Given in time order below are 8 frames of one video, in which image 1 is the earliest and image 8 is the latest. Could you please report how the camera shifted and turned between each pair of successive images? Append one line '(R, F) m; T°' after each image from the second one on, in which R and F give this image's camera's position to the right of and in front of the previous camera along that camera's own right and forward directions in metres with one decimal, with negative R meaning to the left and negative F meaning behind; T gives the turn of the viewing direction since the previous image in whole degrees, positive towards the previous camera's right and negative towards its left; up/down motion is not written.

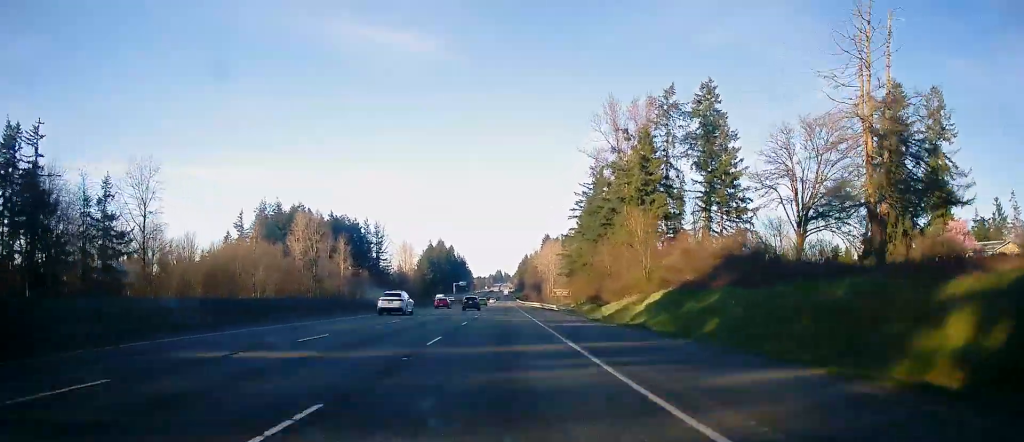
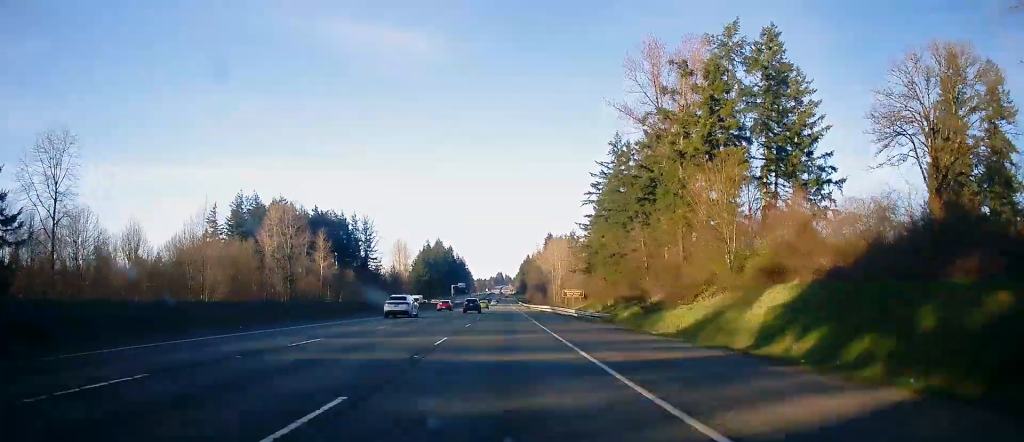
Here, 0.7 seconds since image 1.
(-0.3, +23.4) m; 0°
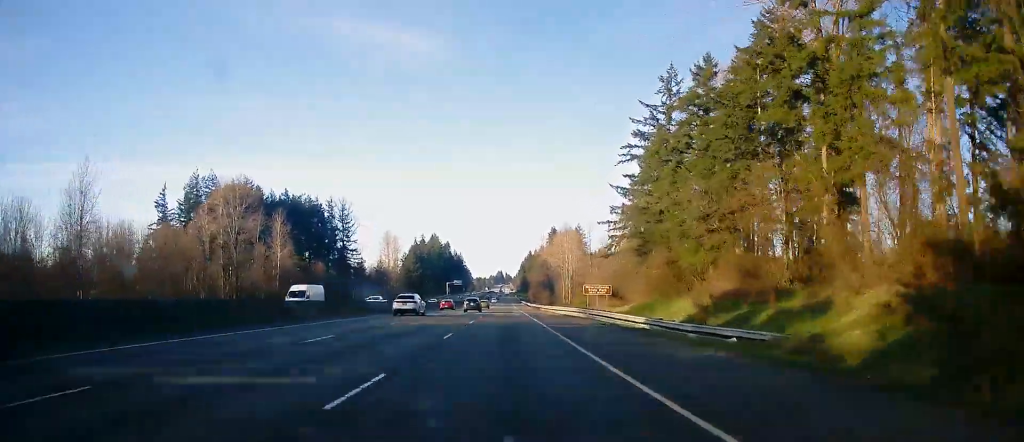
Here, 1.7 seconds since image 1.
(0.0, +34.4) m; +1°
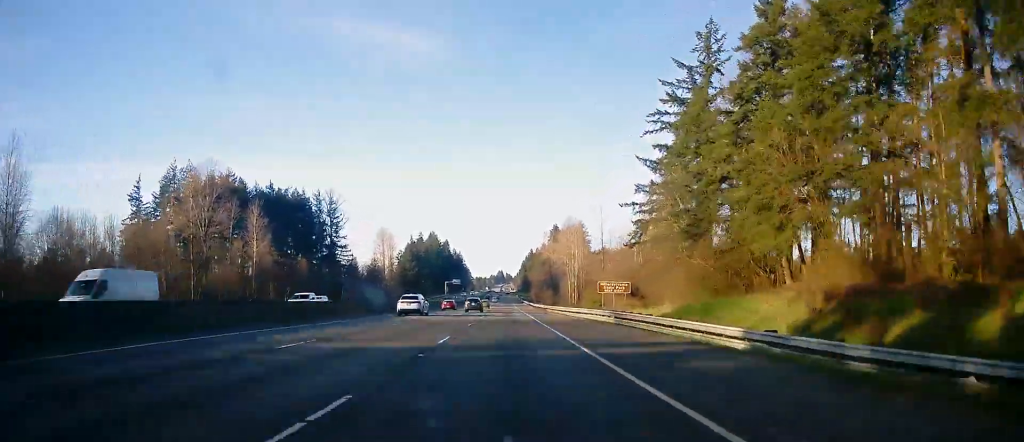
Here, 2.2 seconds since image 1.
(+0.1, +14.5) m; 0°
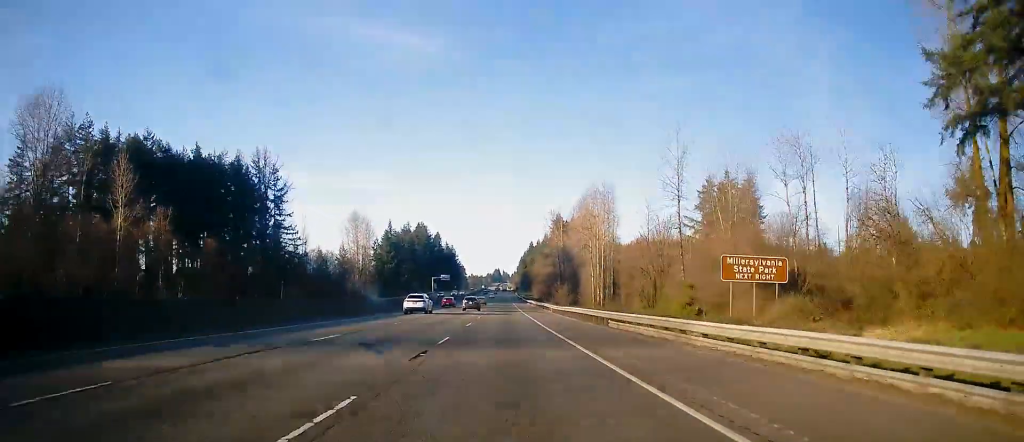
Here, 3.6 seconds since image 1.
(-0.1, +48.9) m; 0°
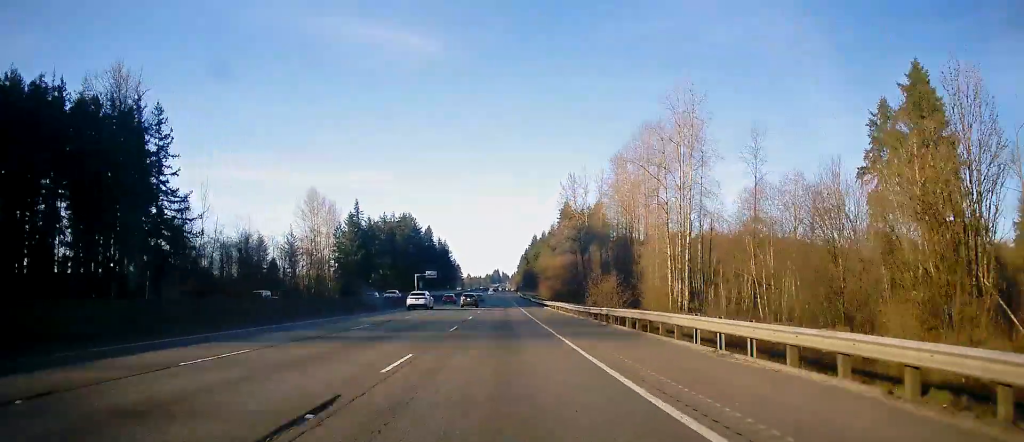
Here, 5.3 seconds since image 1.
(+0.3, +55.5) m; 0°
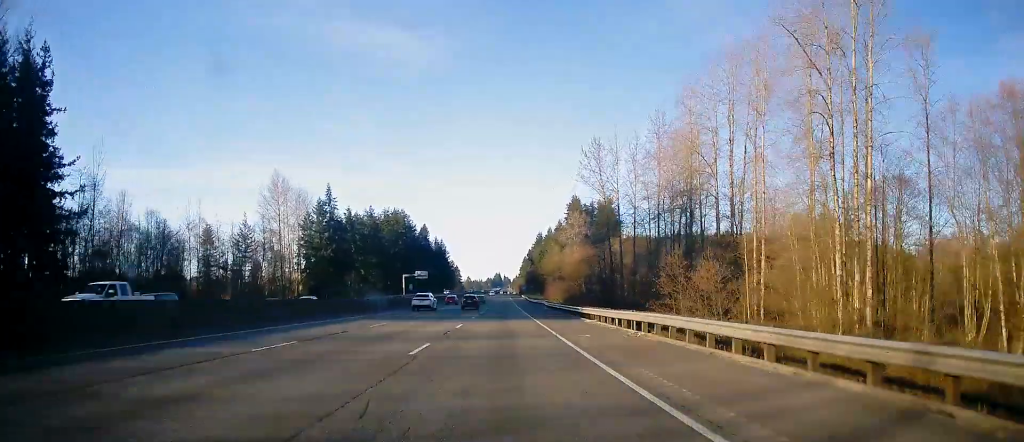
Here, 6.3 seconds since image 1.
(-0.1, +33.2) m; 0°
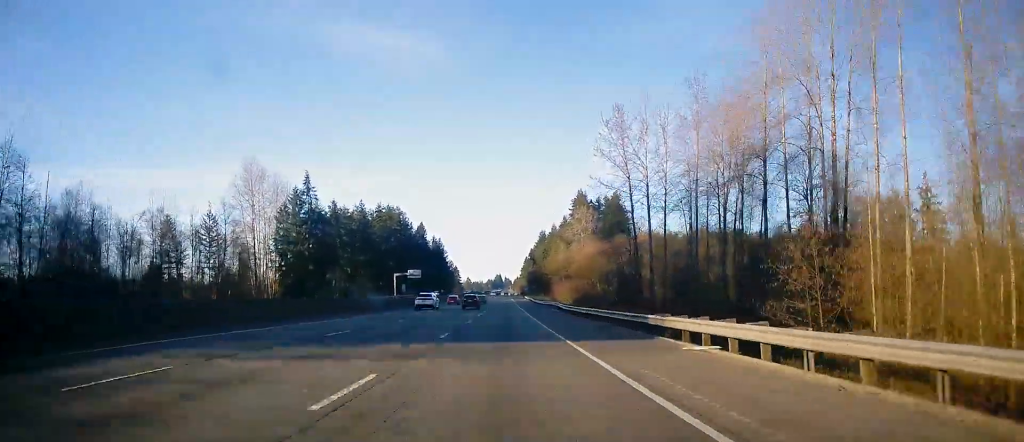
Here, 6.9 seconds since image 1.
(+0.2, +18.8) m; 0°
